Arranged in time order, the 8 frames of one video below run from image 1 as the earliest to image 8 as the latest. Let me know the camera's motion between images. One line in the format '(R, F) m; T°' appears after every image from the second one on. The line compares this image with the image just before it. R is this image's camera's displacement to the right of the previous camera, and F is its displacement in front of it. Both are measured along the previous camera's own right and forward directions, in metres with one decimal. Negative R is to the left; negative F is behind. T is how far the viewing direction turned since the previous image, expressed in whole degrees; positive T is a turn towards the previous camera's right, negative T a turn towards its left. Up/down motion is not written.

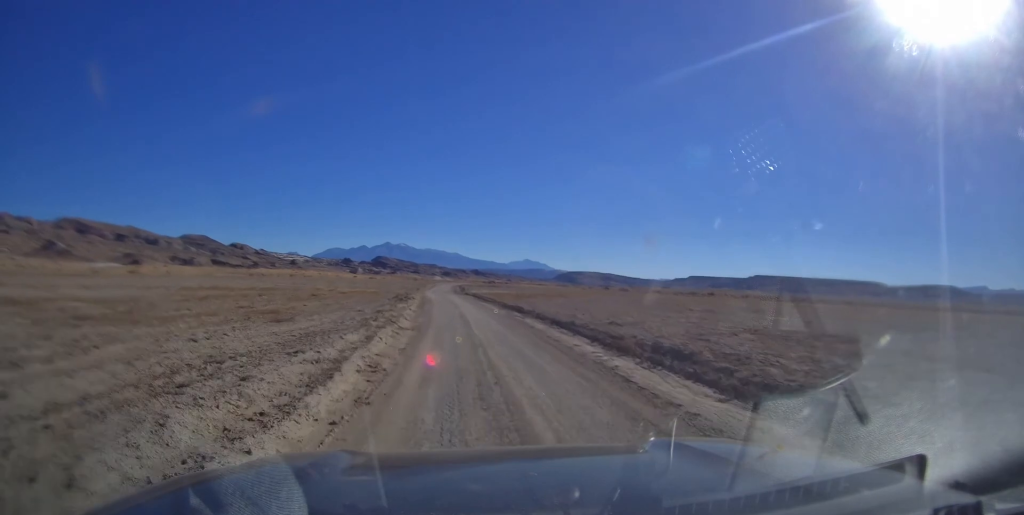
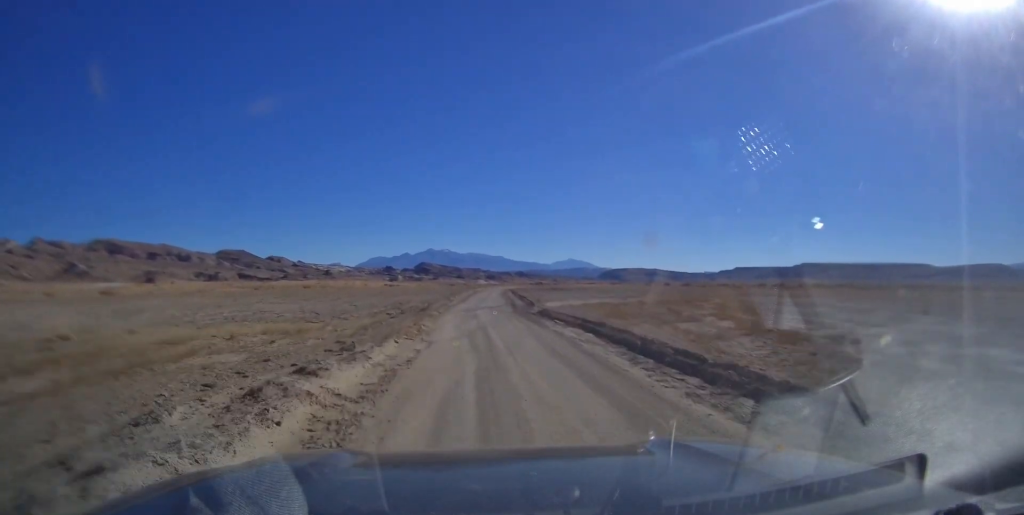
(-2.6, +47.7) m; -4°
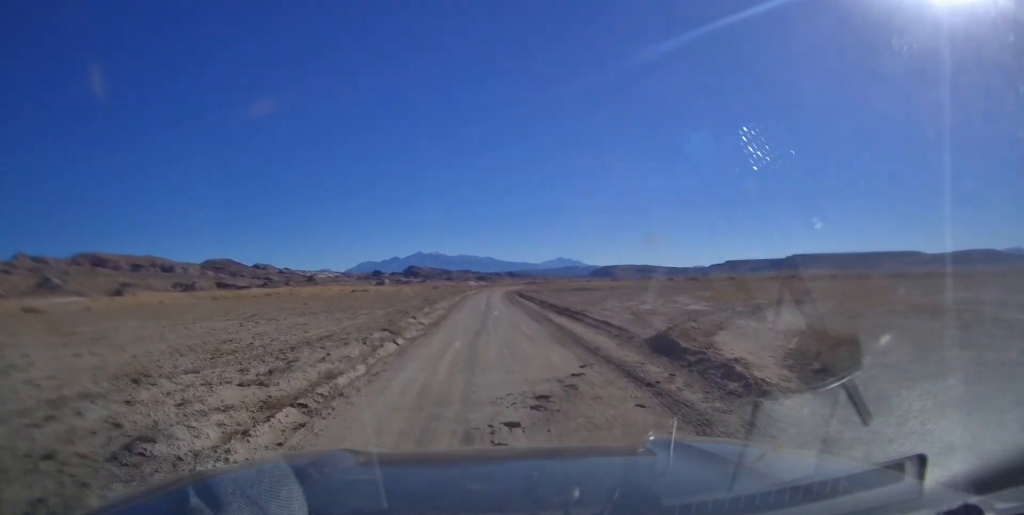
(0.0, +32.2) m; 0°
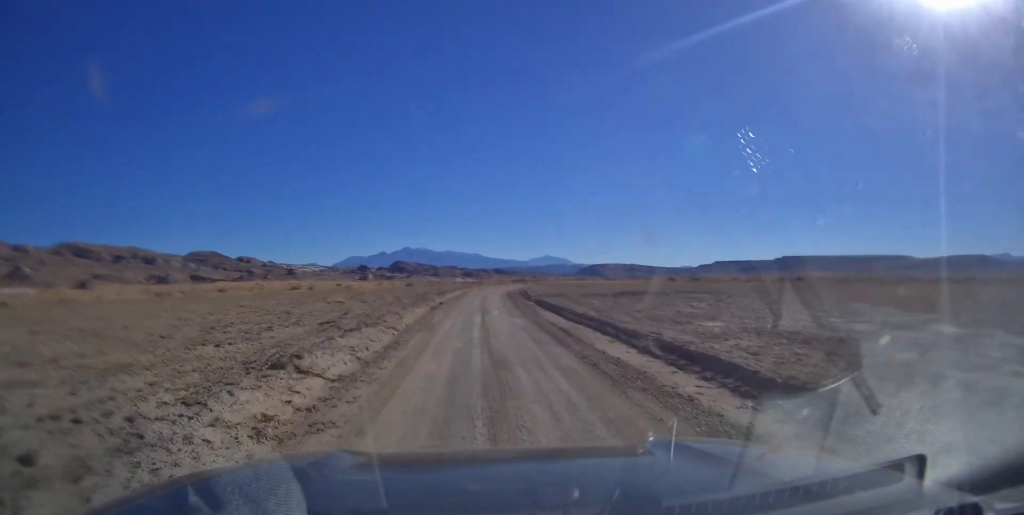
(0.0, +28.4) m; 0°
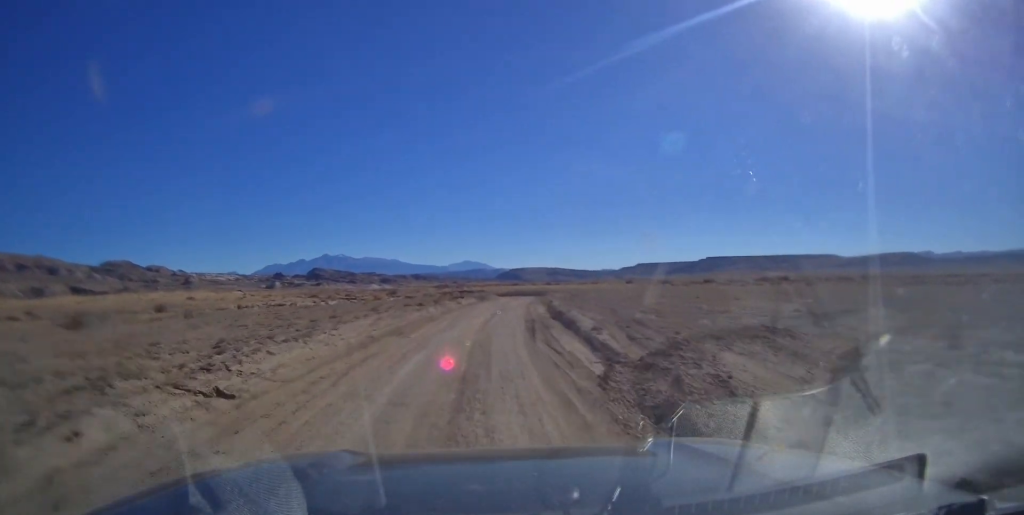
(+1.9, +74.7) m; +6°
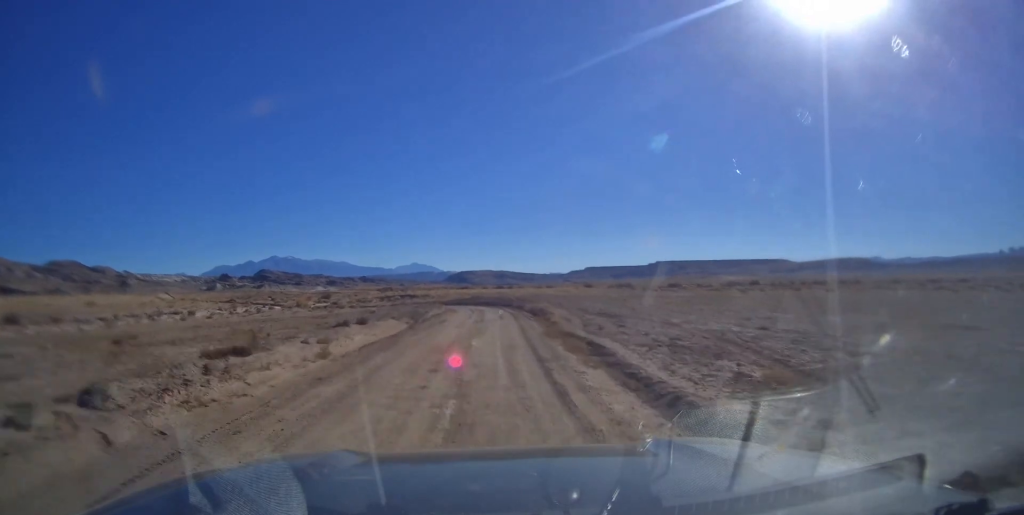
(+0.9, +26.6) m; +4°
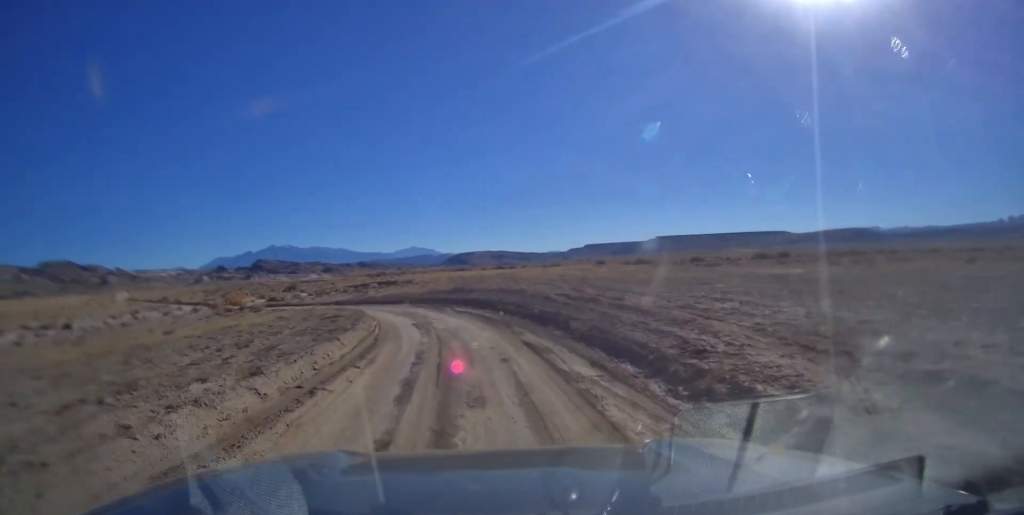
(+1.6, +35.5) m; +2°
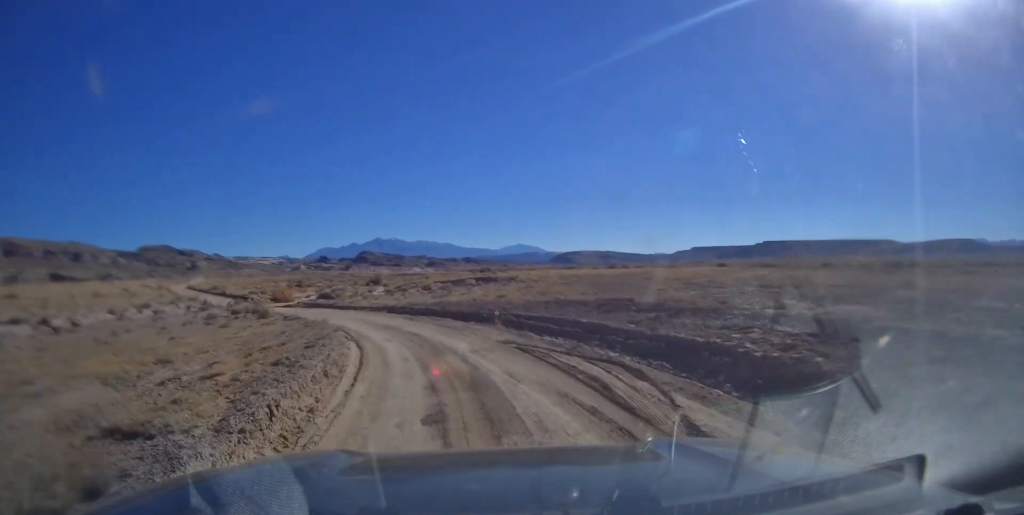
(+0.5, +25.0) m; -2°
